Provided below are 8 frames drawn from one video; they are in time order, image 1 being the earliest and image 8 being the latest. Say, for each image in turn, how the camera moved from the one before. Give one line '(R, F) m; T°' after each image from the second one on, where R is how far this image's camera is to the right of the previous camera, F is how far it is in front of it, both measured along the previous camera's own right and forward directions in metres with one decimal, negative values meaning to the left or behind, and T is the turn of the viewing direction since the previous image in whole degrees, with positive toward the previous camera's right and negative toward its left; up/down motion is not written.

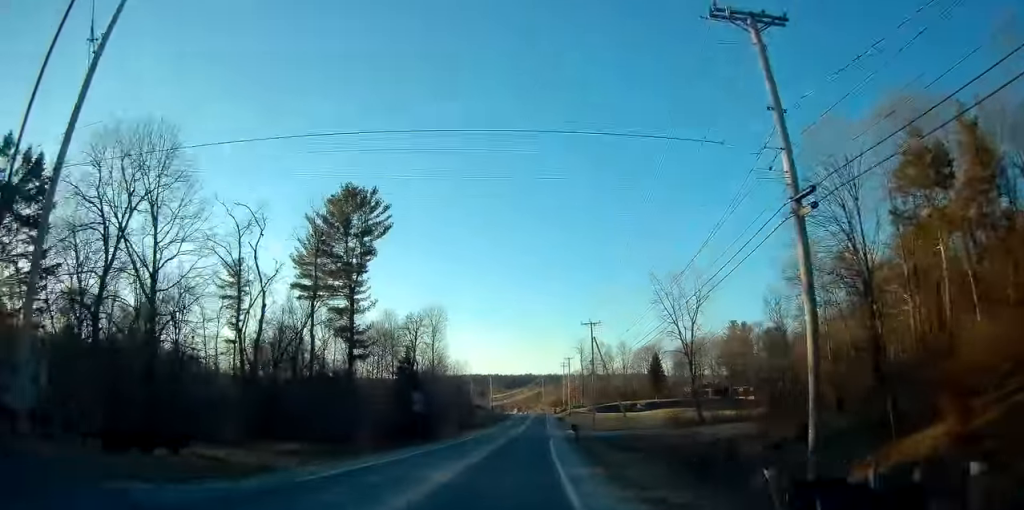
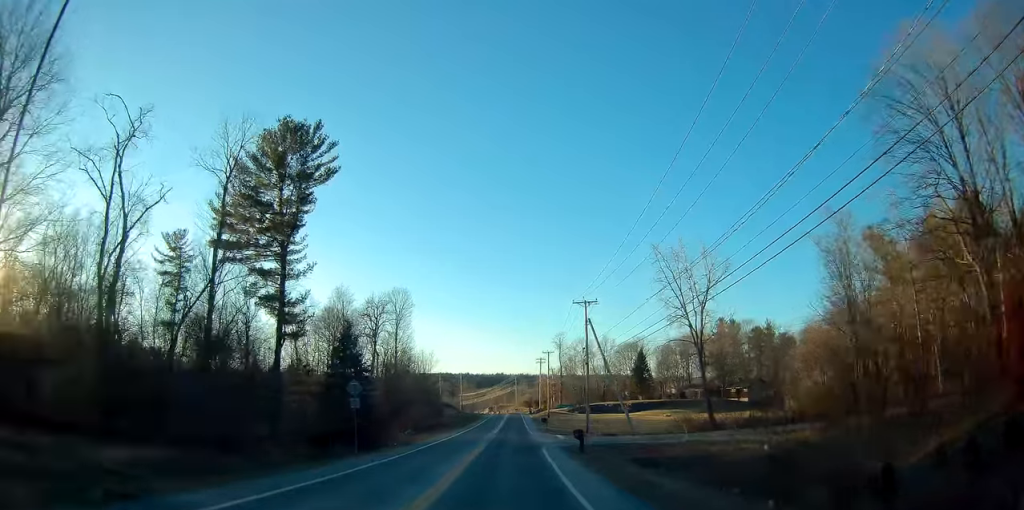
(+0.6, +14.4) m; +4°
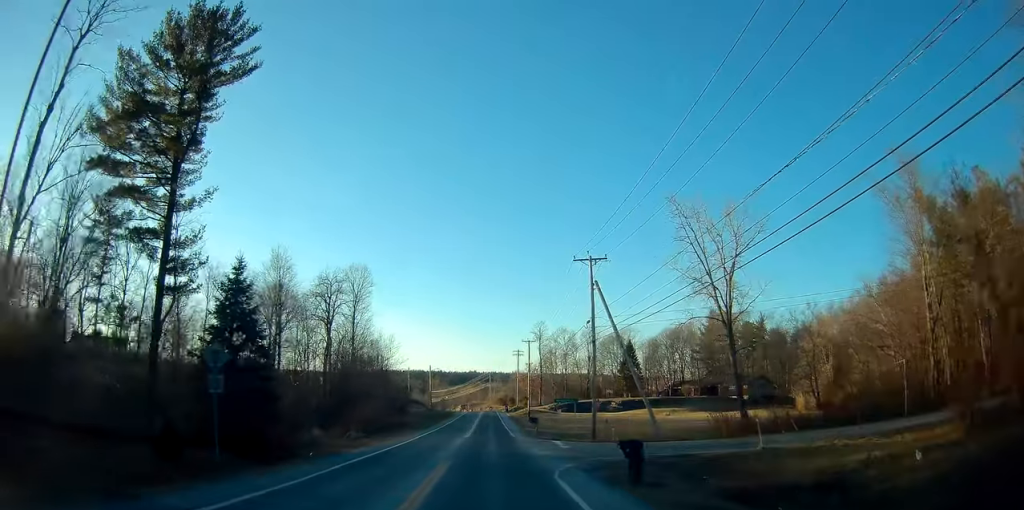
(+0.4, +15.7) m; +3°
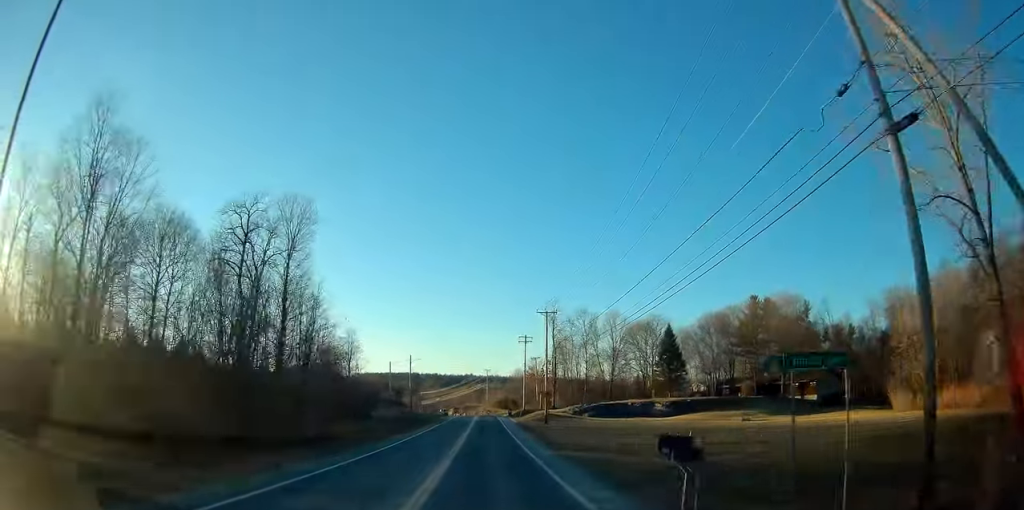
(+0.3, +32.0) m; 0°
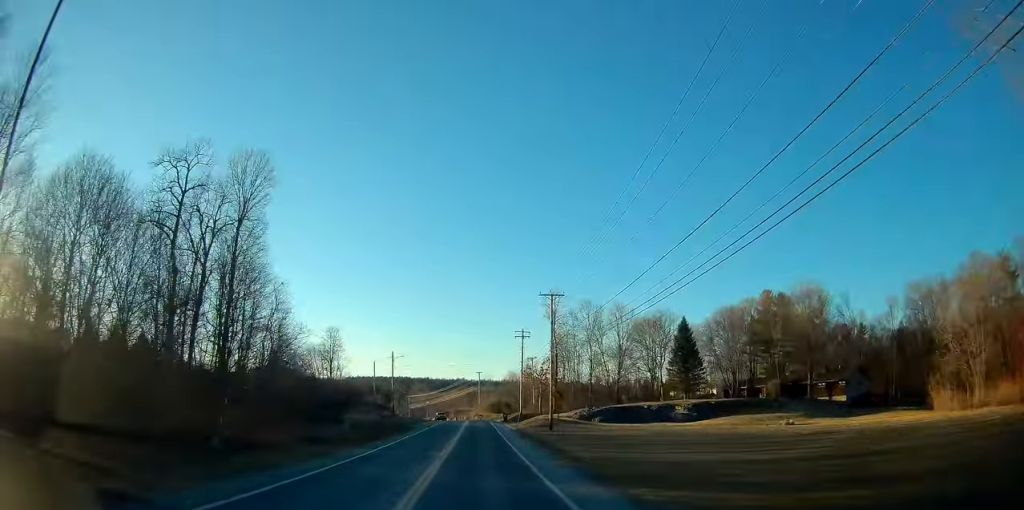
(+0.1, +12.4) m; 0°
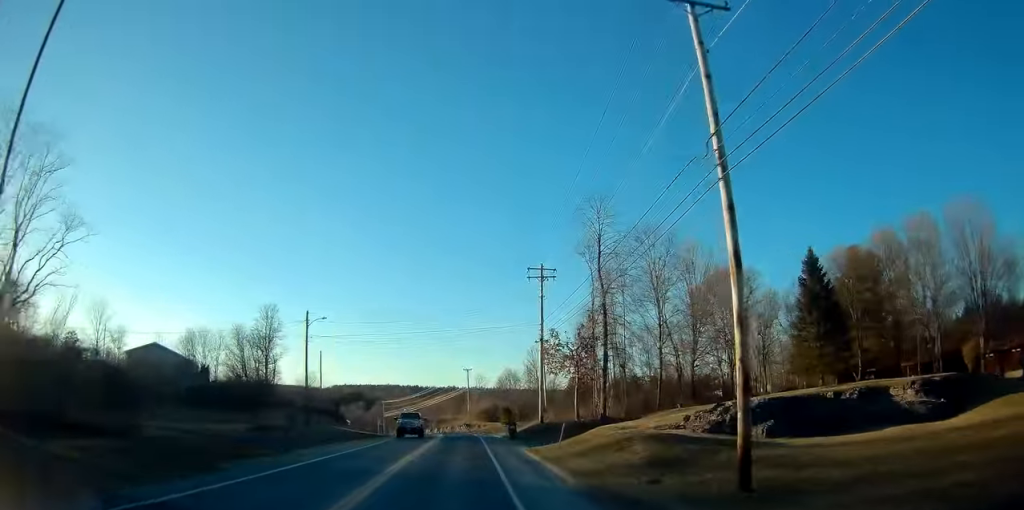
(+0.1, +43.0) m; 0°
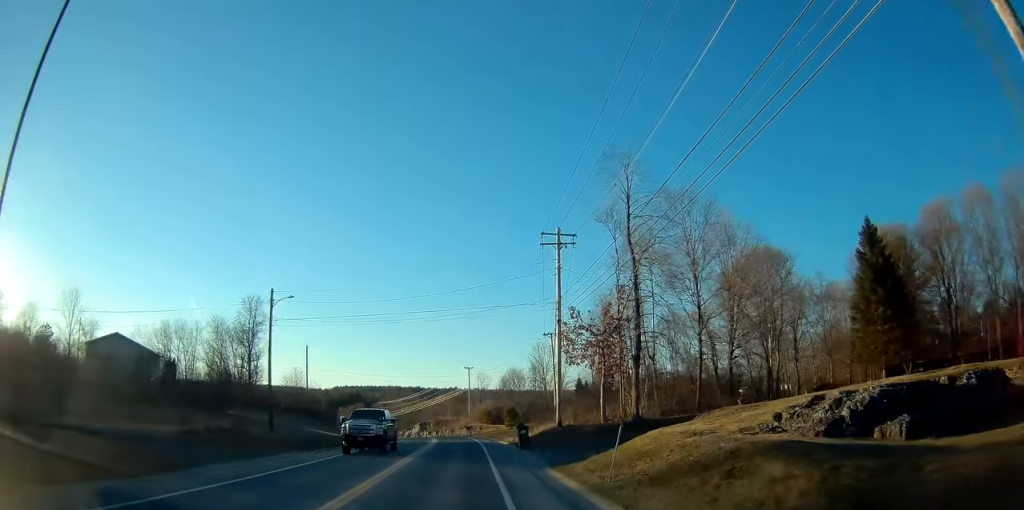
(0.0, +10.0) m; 0°
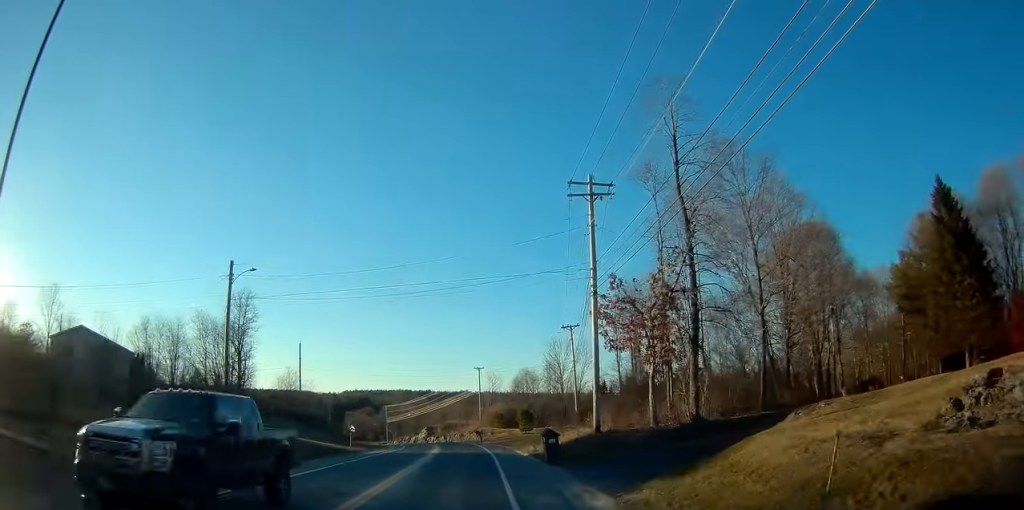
(0.0, +9.4) m; 0°
